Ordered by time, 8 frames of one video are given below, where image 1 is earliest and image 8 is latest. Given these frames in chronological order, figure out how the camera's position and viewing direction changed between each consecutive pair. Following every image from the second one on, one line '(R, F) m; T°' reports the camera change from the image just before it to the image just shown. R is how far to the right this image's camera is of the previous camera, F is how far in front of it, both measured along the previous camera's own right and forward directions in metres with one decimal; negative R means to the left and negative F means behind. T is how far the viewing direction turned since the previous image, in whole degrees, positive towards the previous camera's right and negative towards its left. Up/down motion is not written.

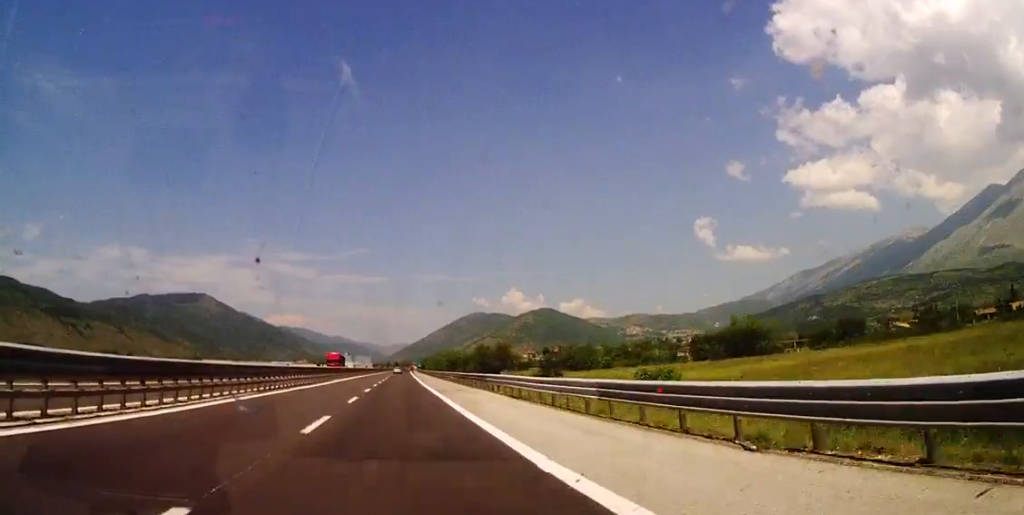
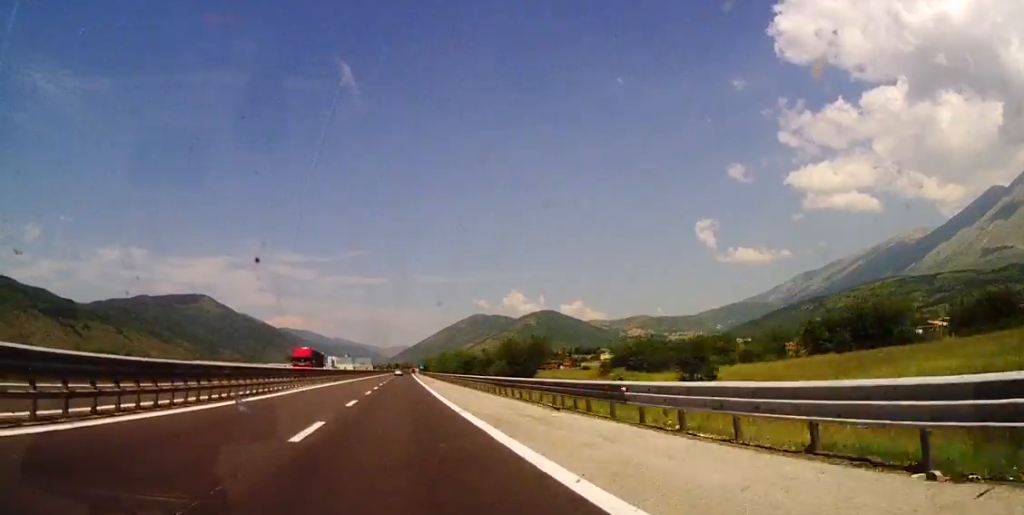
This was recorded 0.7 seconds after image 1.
(0.0, +24.6) m; 0°
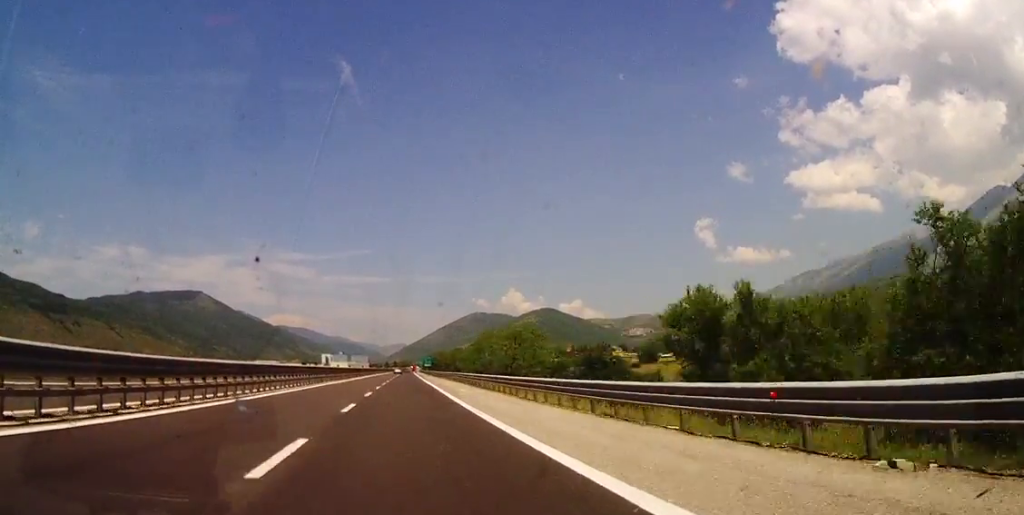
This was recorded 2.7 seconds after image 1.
(-0.3, +73.6) m; -1°
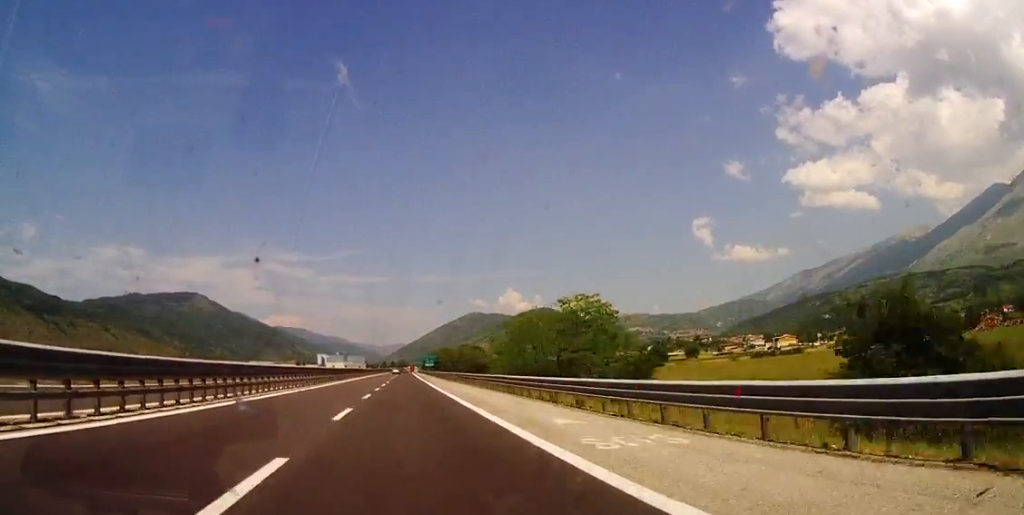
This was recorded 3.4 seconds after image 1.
(-0.2, +25.7) m; 0°
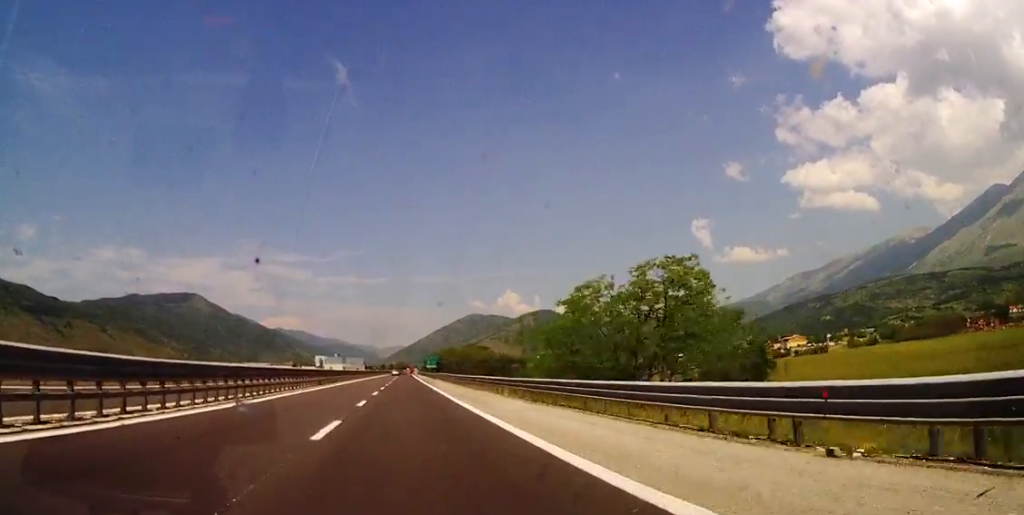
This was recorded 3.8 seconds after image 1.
(+0.1, +15.9) m; 0°
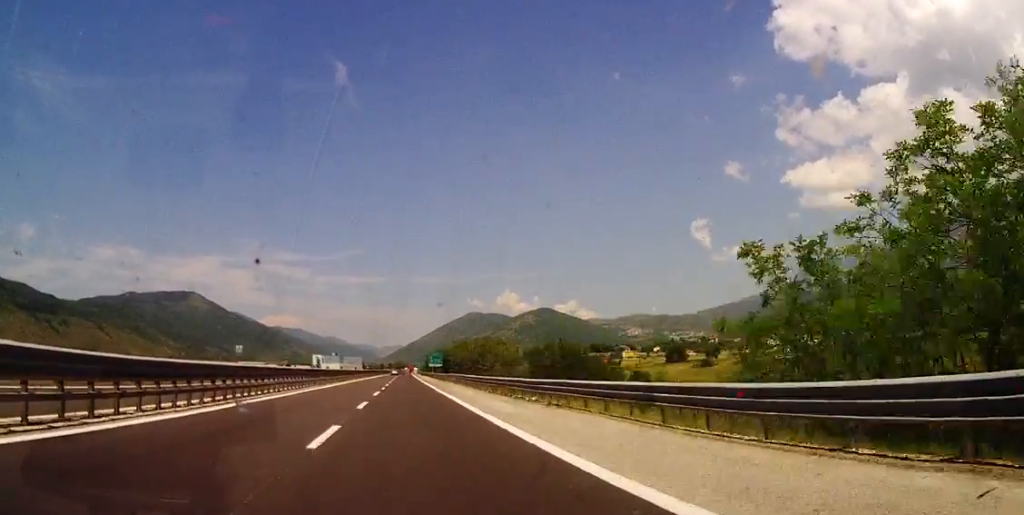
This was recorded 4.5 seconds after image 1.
(+0.2, +24.4) m; 0°
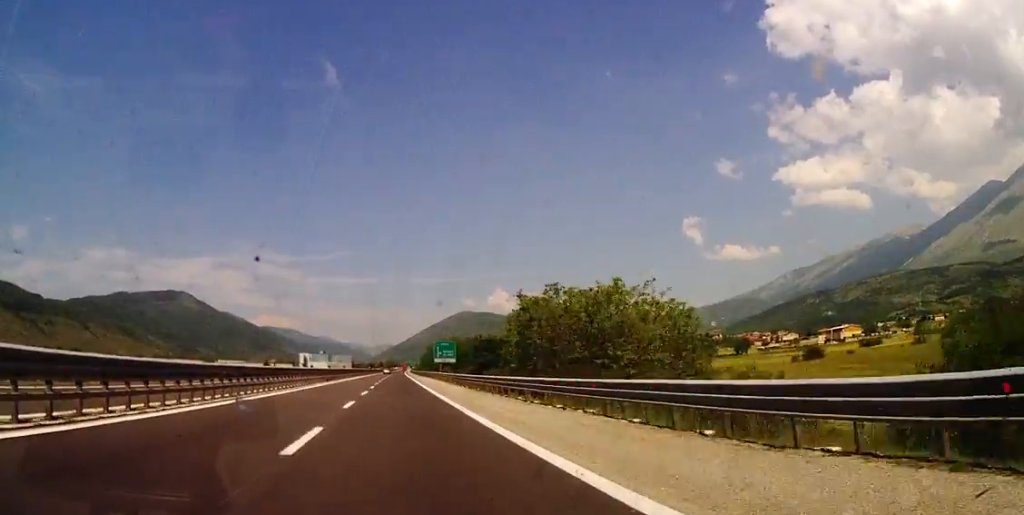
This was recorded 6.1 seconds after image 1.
(+0.3, +59.8) m; 0°
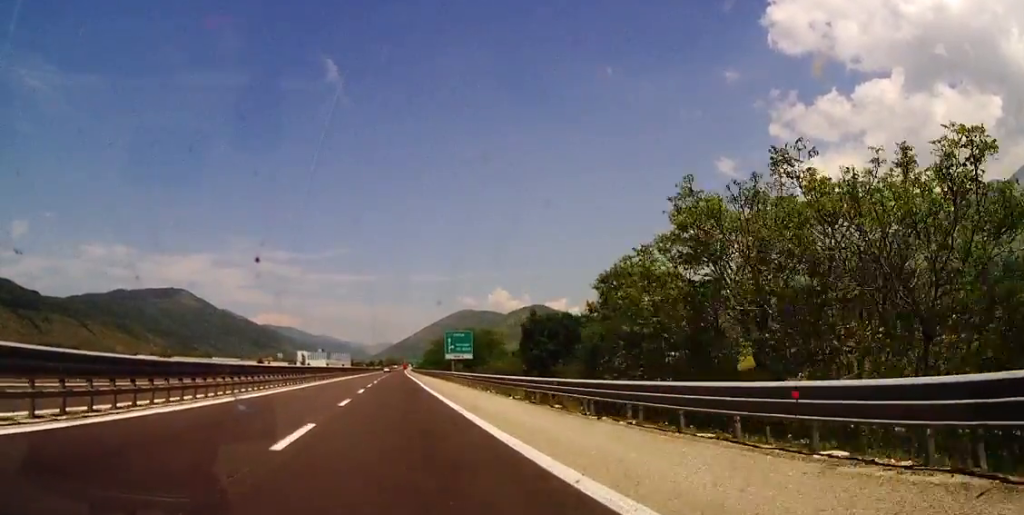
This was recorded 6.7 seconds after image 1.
(-0.2, +23.2) m; 0°
